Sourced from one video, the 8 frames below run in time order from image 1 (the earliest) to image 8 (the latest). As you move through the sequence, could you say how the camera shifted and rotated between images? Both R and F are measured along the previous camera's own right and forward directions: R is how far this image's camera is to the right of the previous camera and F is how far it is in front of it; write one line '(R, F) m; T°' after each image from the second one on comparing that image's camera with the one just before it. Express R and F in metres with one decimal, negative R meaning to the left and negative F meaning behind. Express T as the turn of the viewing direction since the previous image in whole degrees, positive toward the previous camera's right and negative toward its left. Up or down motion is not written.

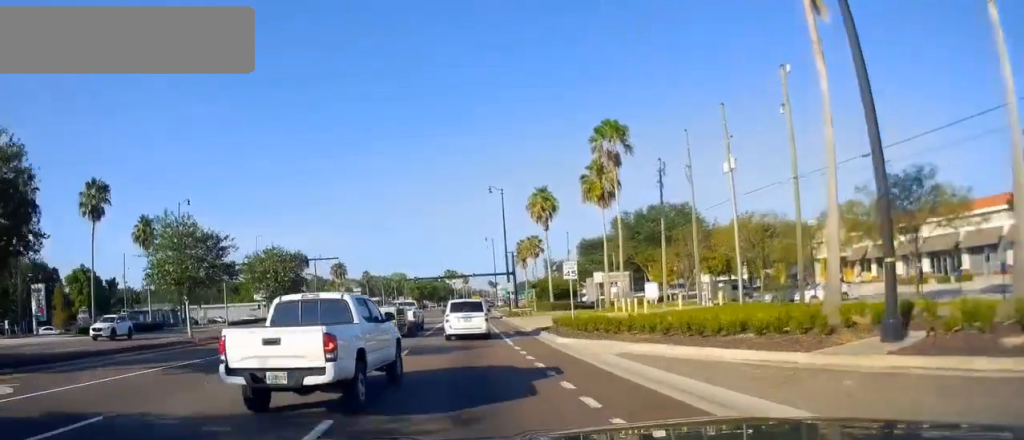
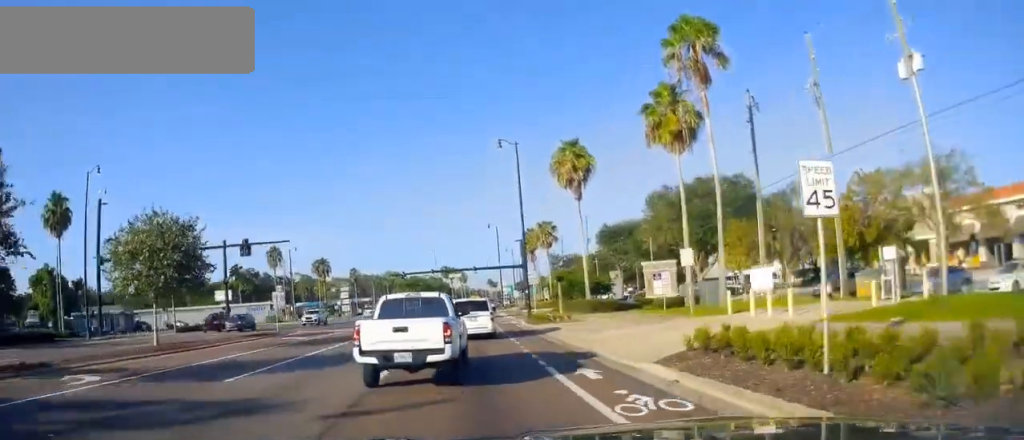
(-0.1, +17.9) m; 0°
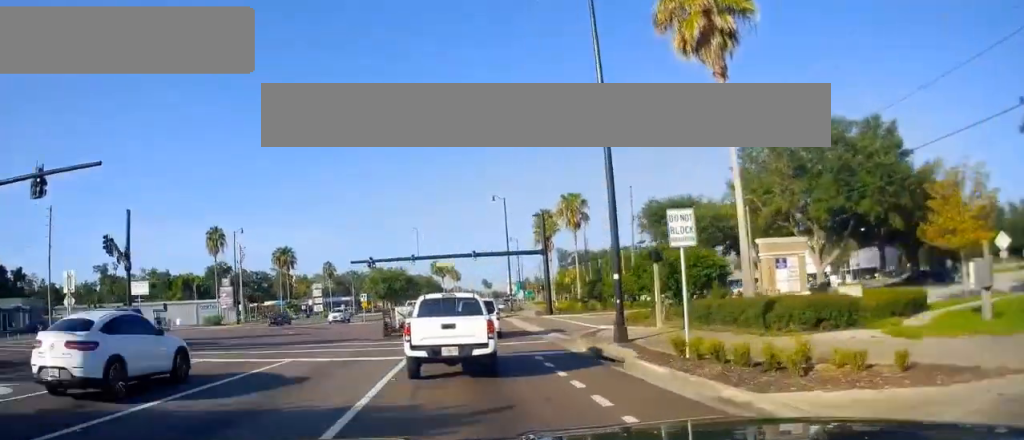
(+0.7, +25.7) m; +1°
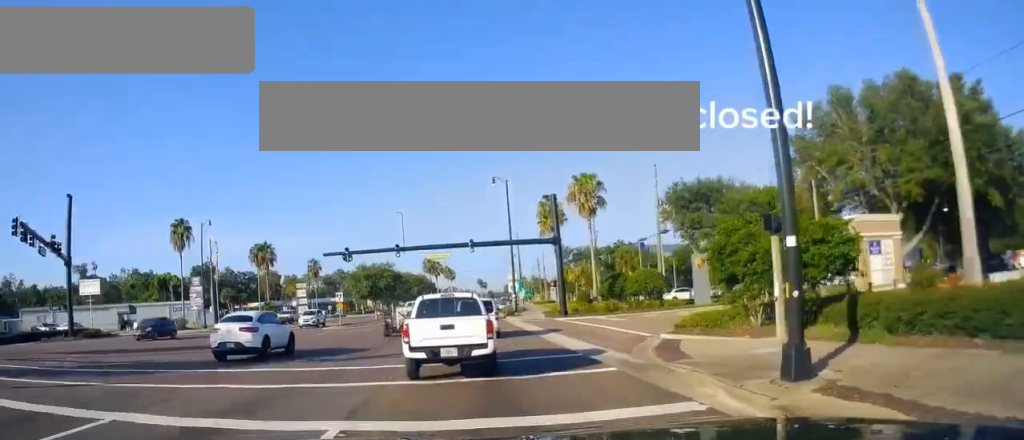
(-0.1, +9.8) m; -1°
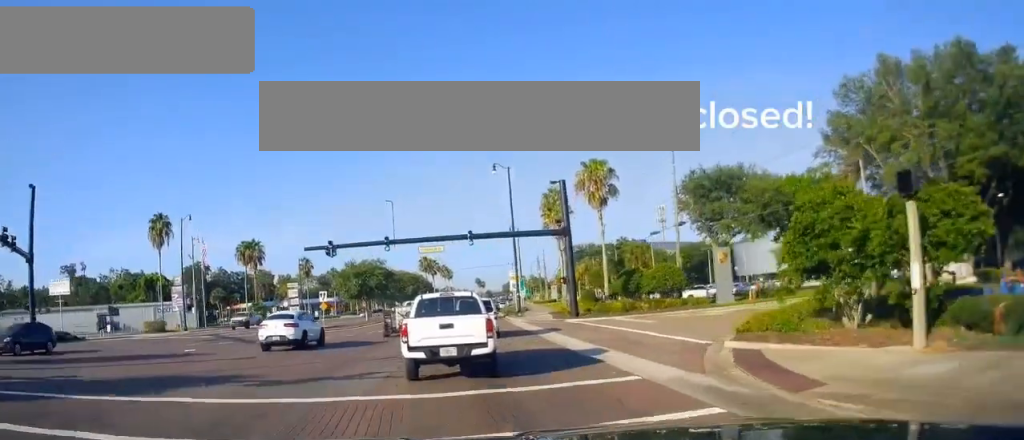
(0.0, +5.1) m; 0°
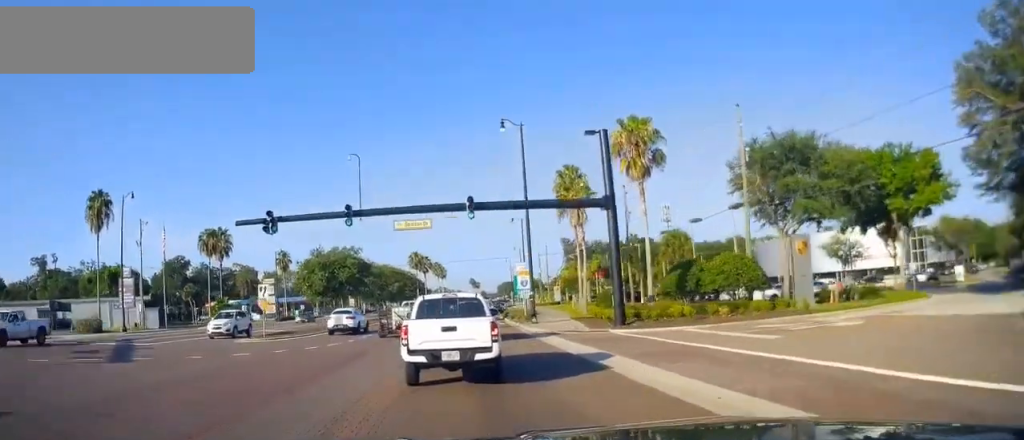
(-0.2, +12.9) m; +1°
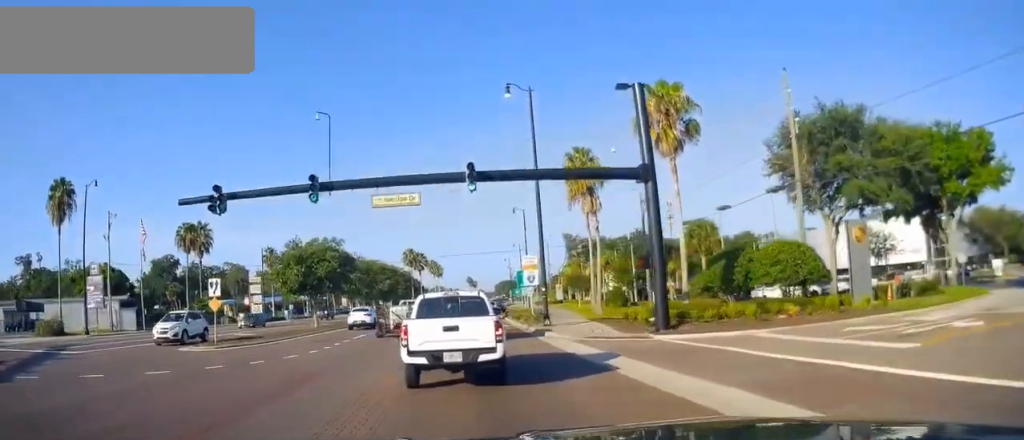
(+0.1, +6.6) m; +2°
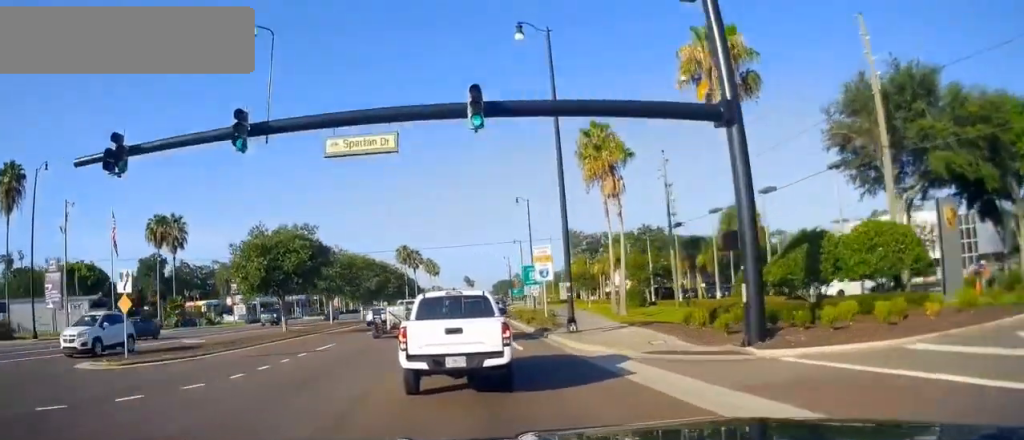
(+0.1, +7.7) m; 0°
